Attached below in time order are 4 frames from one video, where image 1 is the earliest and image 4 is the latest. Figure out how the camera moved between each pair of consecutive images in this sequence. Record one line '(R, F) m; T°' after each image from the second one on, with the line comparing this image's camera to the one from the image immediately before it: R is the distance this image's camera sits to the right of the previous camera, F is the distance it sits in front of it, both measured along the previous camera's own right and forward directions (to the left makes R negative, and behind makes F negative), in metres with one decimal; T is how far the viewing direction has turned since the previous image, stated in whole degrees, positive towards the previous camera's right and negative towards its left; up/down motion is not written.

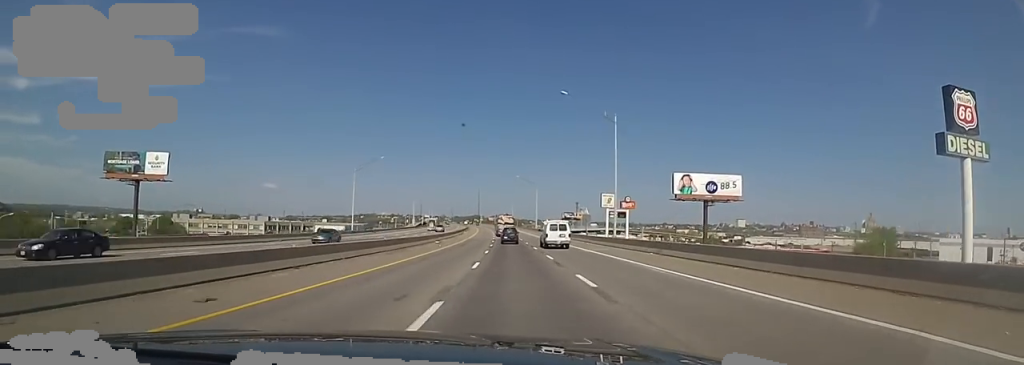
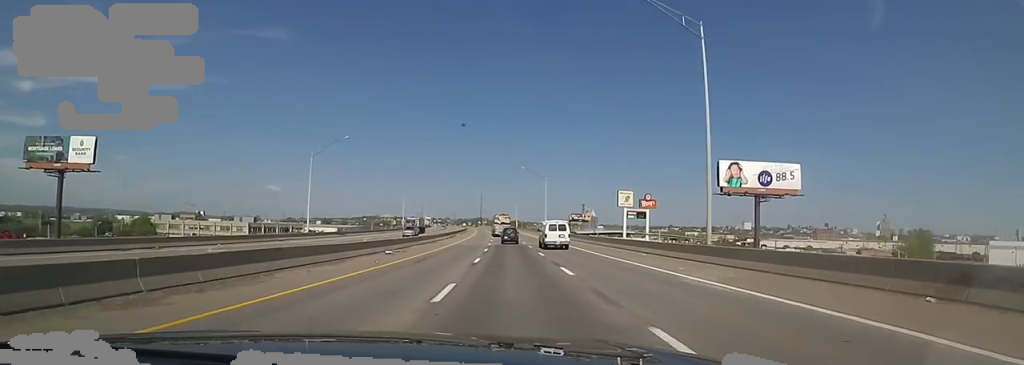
(+0.1, +20.5) m; -2°
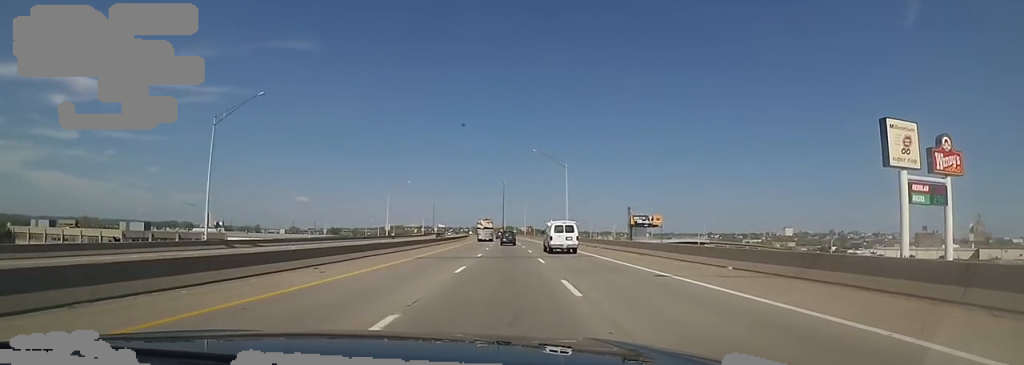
(-2.2, +101.2) m; -3°
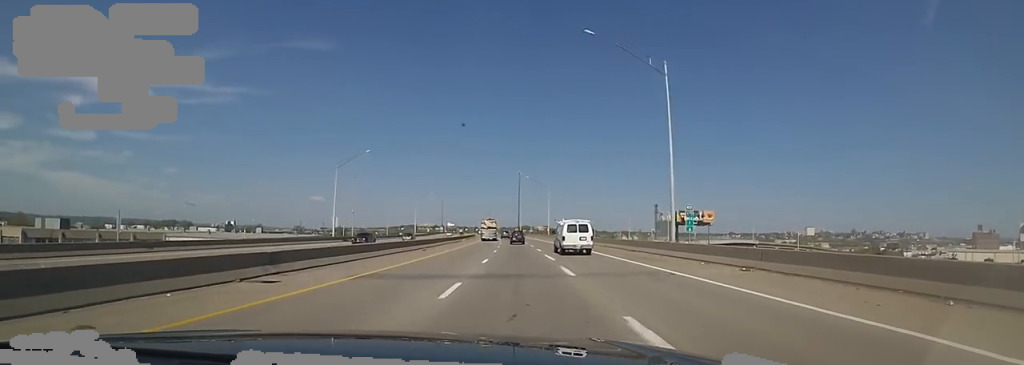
(-0.1, +42.4) m; 0°
